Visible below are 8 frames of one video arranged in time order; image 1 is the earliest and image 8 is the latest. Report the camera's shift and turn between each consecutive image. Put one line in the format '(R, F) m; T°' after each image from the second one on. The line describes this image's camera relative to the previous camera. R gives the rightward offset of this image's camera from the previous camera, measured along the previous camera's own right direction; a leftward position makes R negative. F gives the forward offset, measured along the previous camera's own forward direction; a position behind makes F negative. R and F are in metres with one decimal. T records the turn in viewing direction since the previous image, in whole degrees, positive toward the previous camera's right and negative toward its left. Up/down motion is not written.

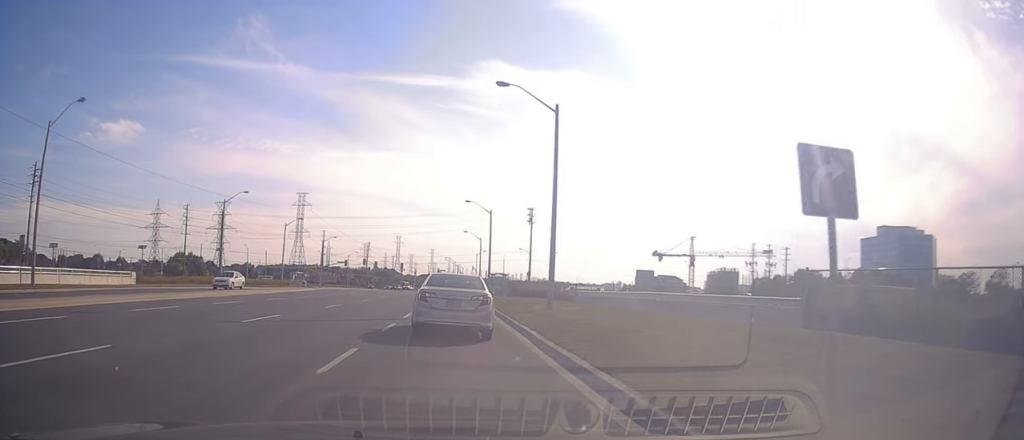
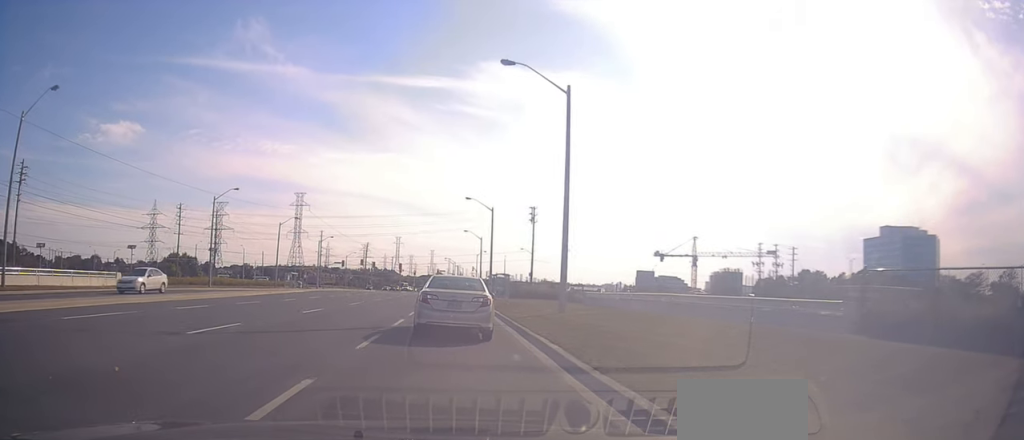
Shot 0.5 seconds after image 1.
(-0.1, +3.0) m; -2°
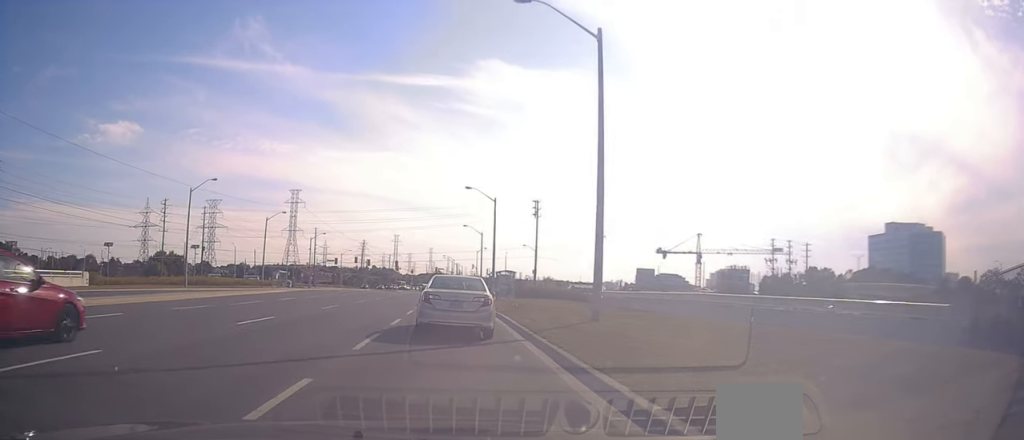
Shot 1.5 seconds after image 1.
(-0.1, +5.5) m; +2°
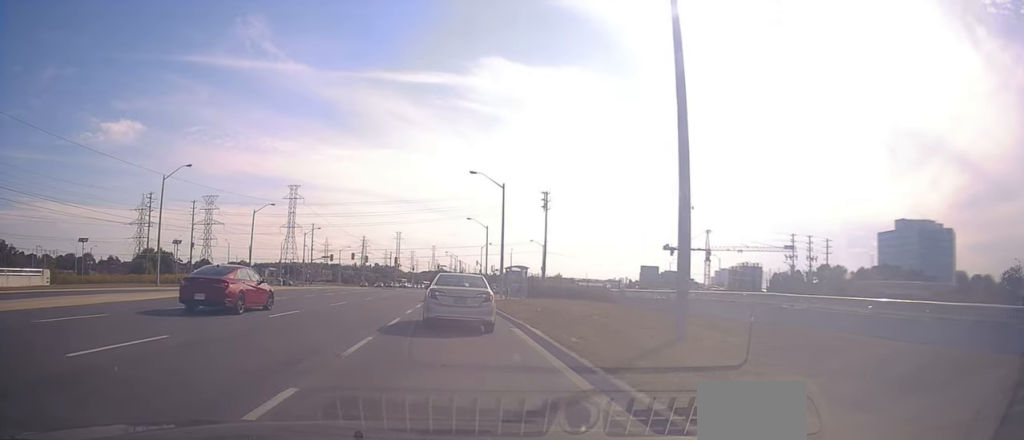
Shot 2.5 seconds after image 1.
(+0.4, +6.4) m; +2°
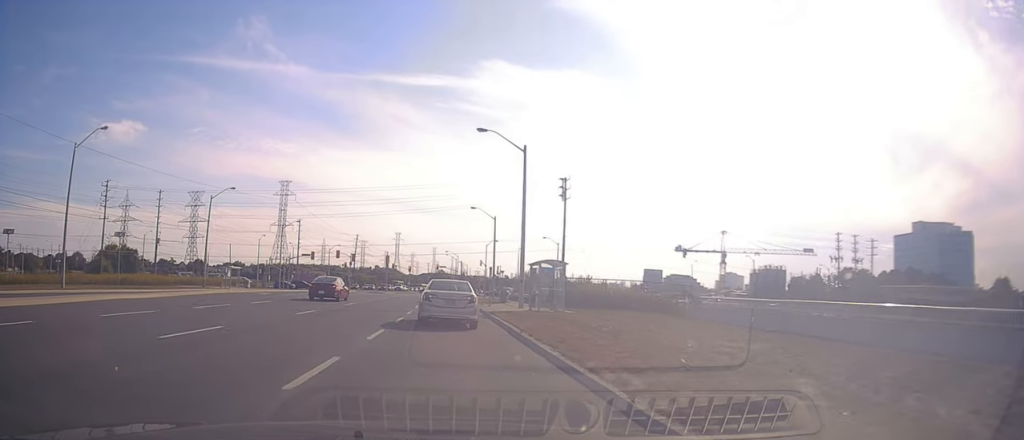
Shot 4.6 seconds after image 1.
(-0.3, +14.1) m; -3°
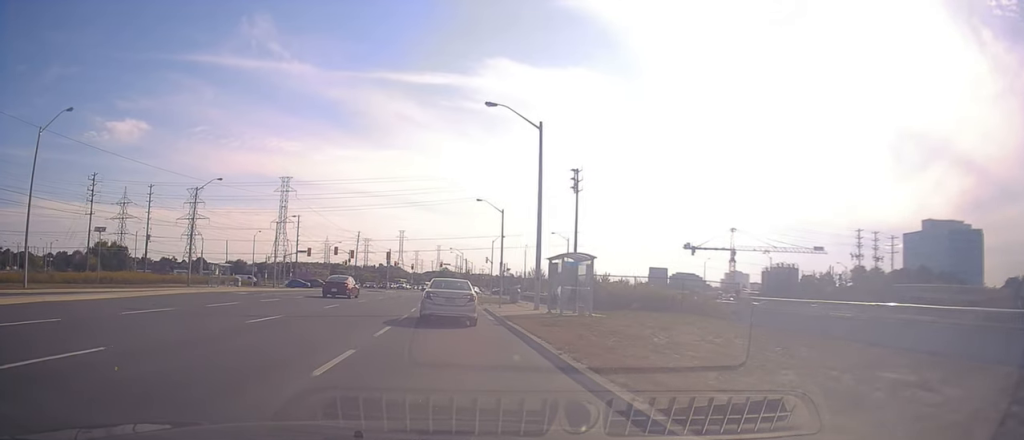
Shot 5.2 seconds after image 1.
(-0.1, +4.4) m; -1°
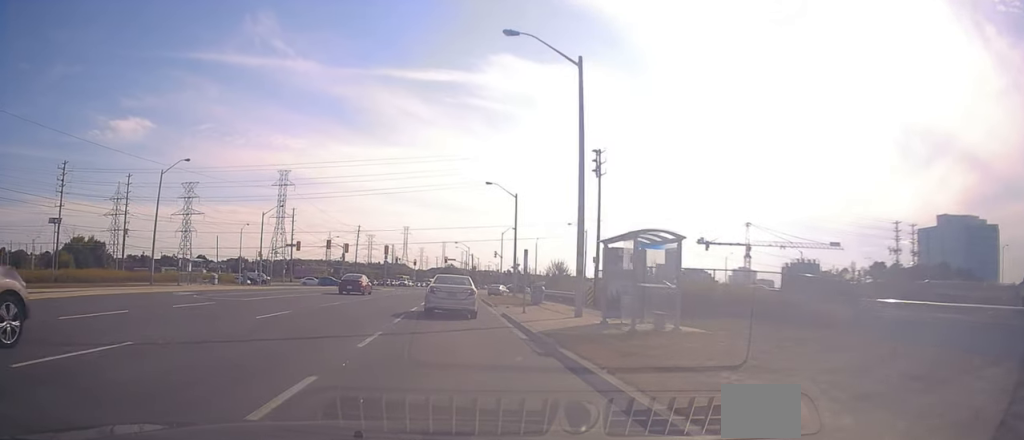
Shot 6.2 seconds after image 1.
(-0.2, +8.2) m; 0°
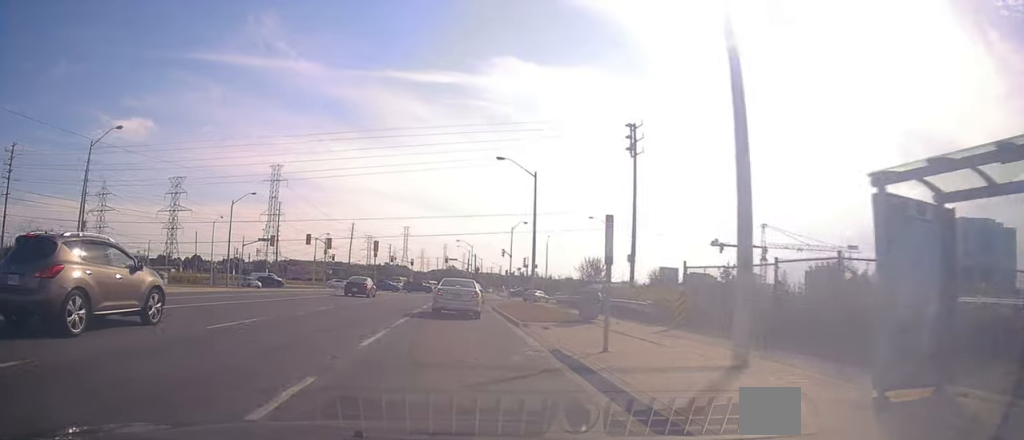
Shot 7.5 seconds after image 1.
(+0.4, +11.9) m; +2°
